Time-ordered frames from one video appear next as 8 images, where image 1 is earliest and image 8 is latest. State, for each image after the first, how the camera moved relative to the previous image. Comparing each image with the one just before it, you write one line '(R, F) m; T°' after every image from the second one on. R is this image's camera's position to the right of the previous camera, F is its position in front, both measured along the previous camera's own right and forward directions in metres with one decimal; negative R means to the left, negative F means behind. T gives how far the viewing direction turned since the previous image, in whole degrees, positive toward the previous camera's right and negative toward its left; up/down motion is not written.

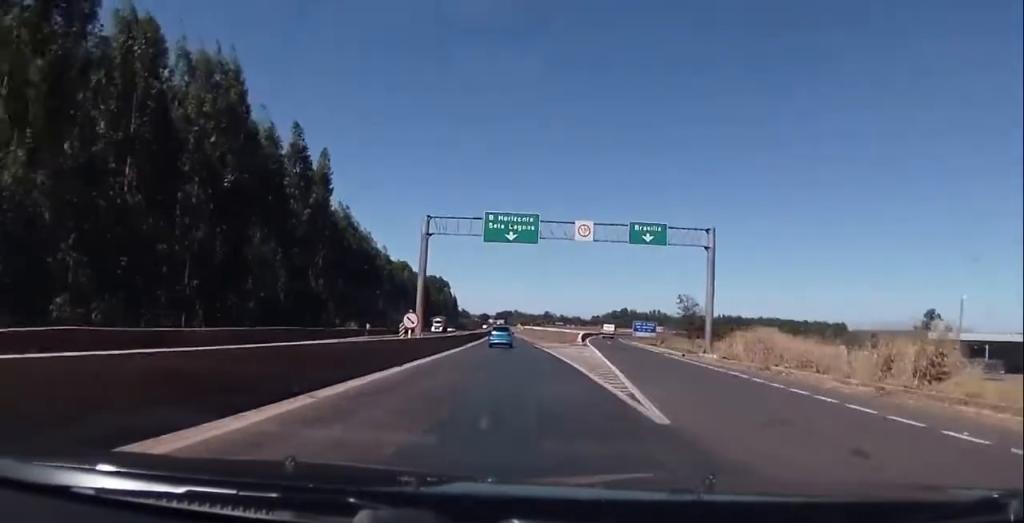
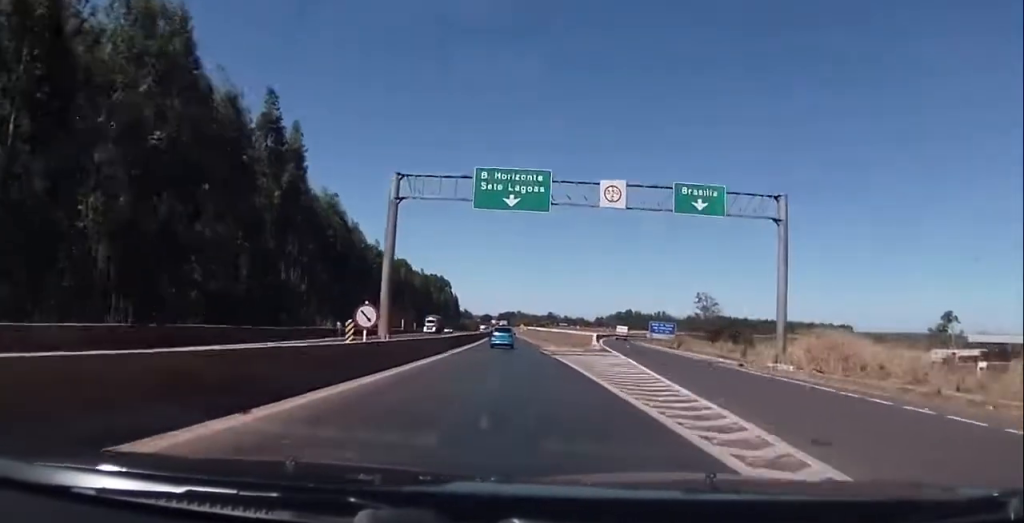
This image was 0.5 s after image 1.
(-0.3, +11.1) m; -1°
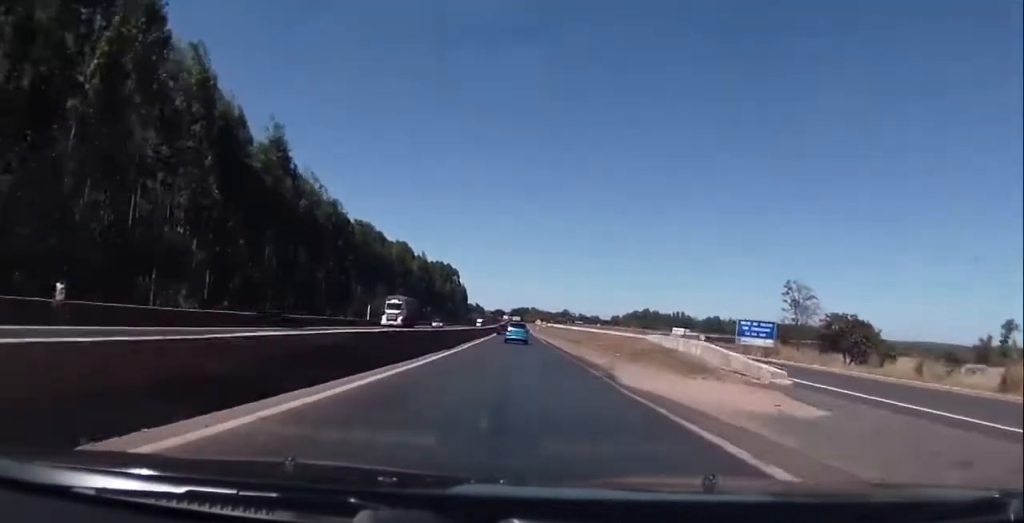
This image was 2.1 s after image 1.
(+0.1, +35.8) m; 0°
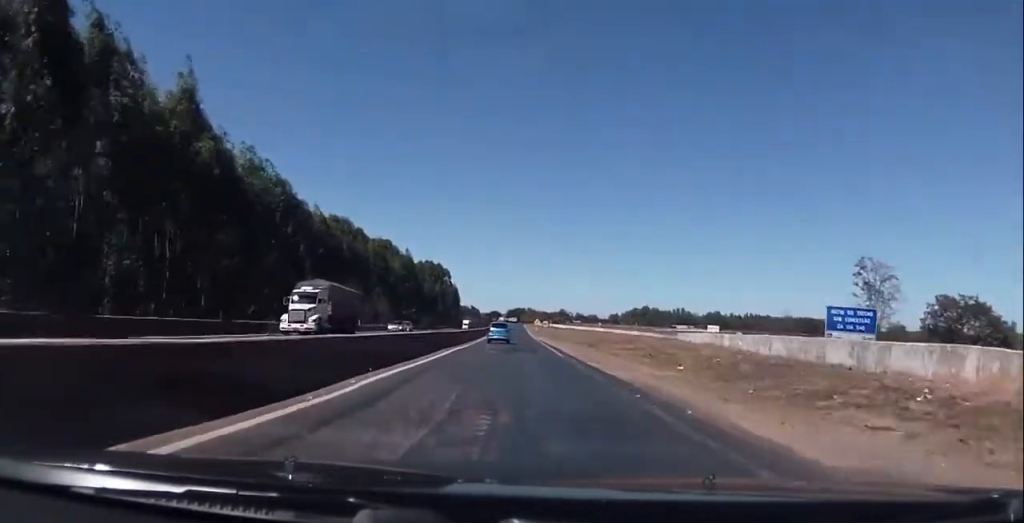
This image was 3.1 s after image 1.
(0.0, +23.1) m; 0°
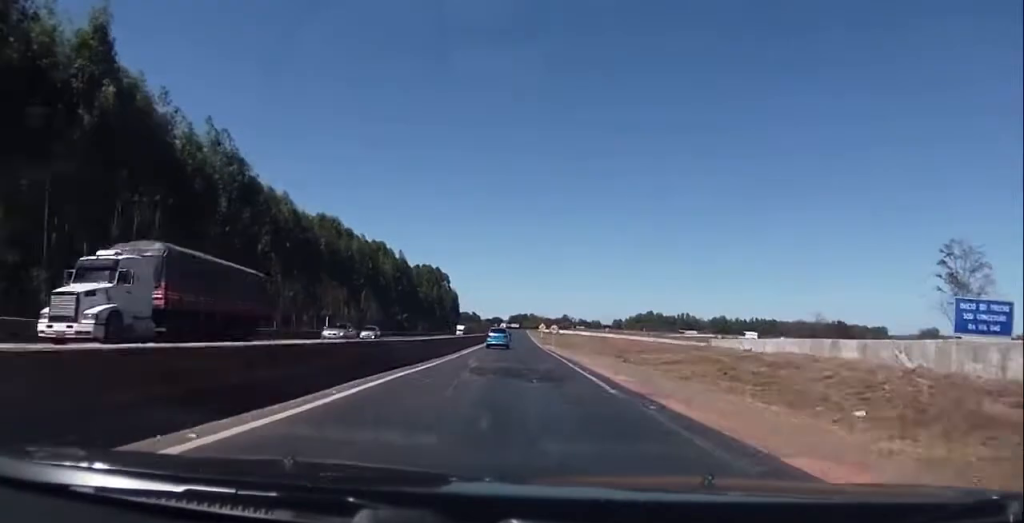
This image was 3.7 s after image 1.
(0.0, +16.0) m; 0°
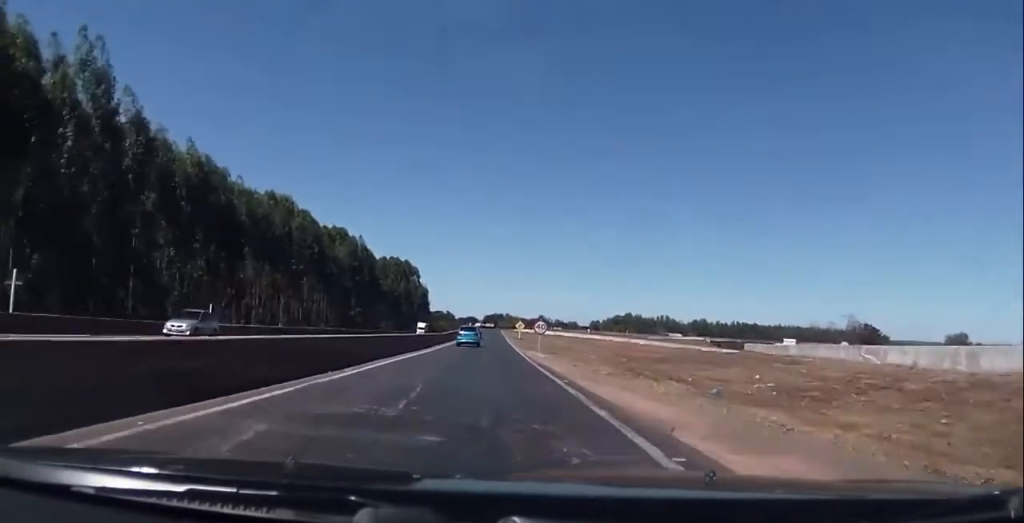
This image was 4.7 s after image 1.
(0.0, +23.1) m; +1°
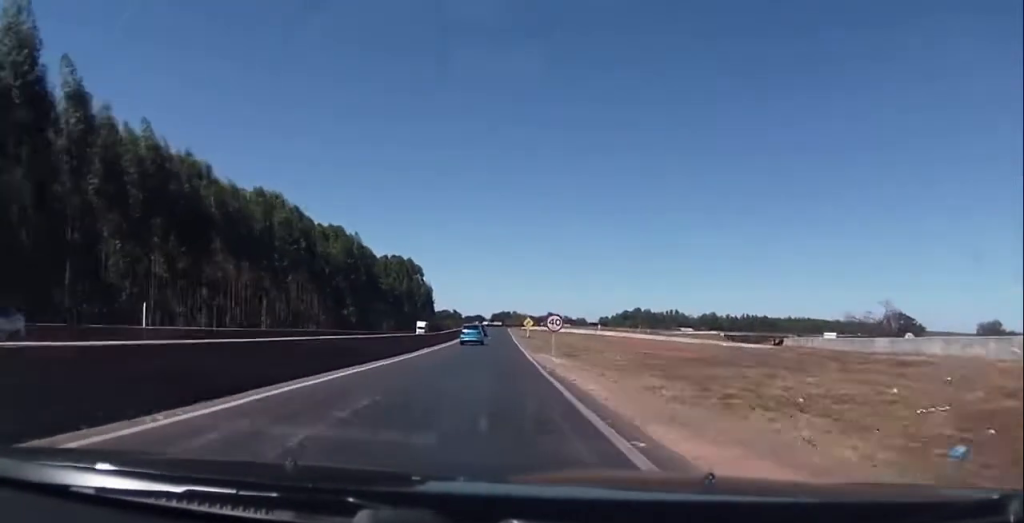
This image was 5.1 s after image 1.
(+0.2, +9.8) m; 0°
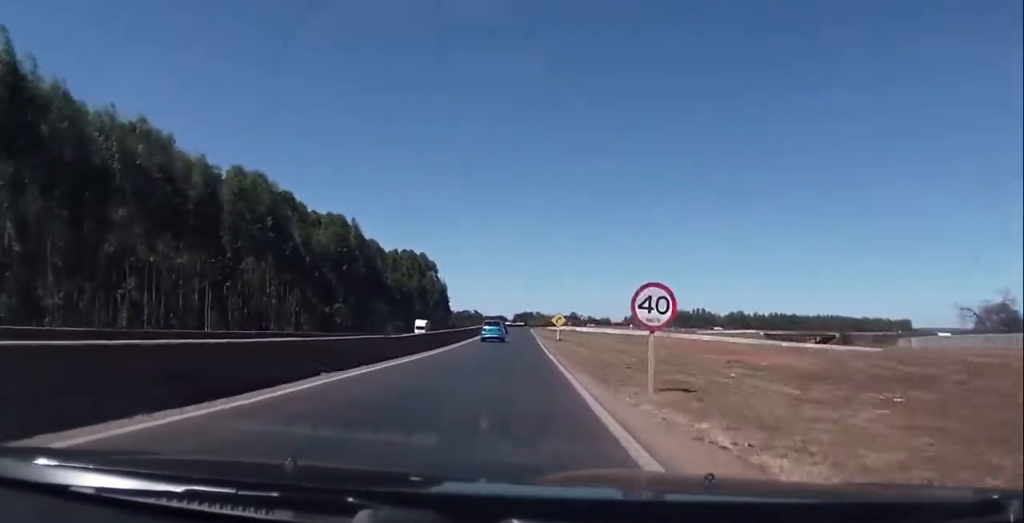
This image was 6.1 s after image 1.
(+0.1, +21.9) m; 0°
